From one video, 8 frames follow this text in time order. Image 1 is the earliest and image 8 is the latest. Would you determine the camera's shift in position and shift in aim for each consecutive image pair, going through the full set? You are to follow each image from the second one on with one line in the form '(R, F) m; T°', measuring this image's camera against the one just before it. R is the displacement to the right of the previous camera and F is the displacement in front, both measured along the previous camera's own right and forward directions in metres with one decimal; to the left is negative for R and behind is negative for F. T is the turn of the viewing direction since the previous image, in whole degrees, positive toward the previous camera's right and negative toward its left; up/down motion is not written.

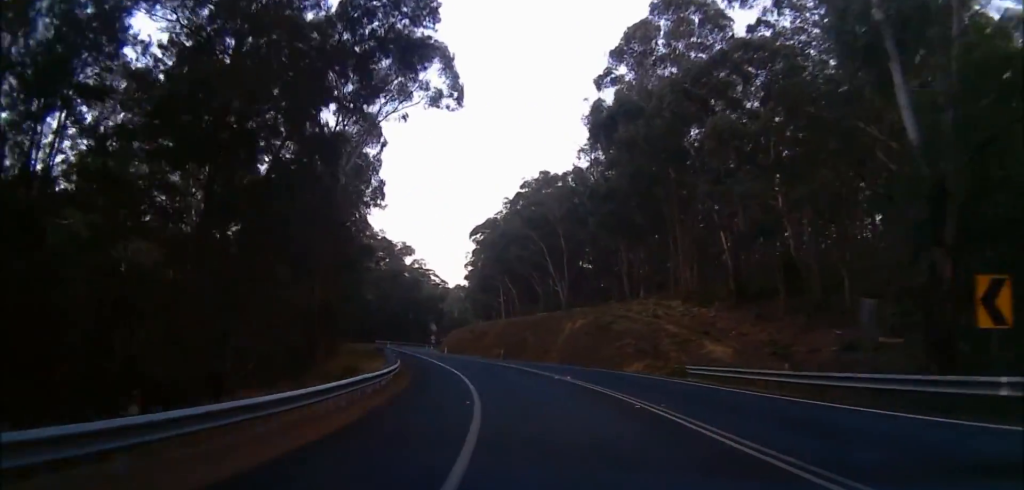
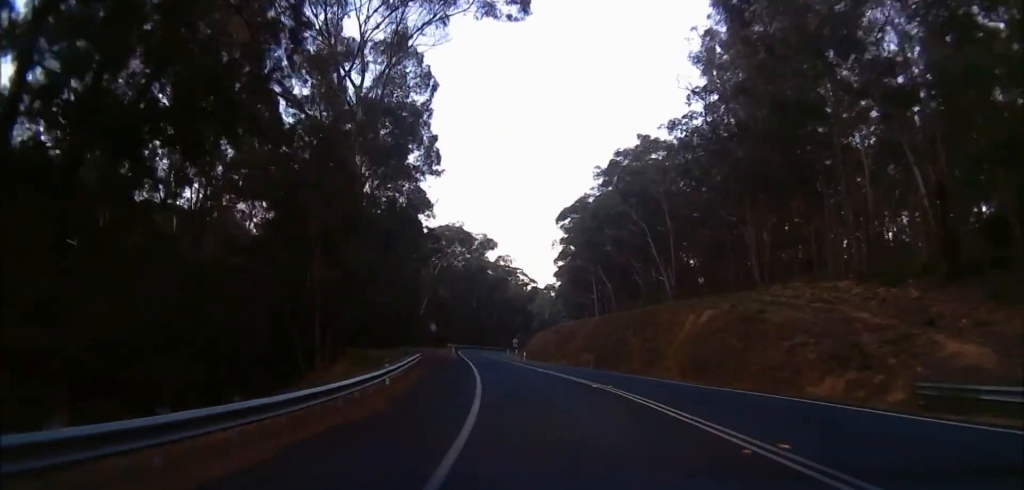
(-7.4, +15.4) m; -22°
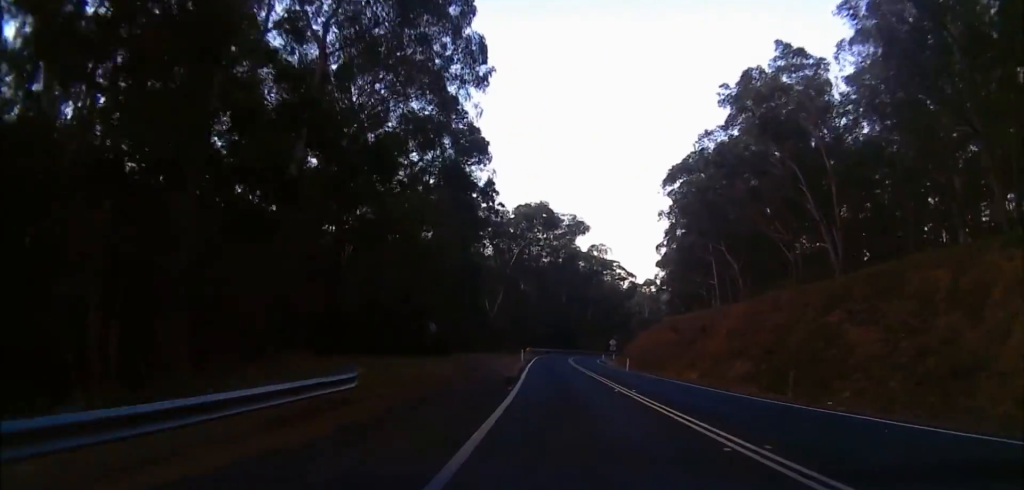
(-2.1, +24.3) m; -10°
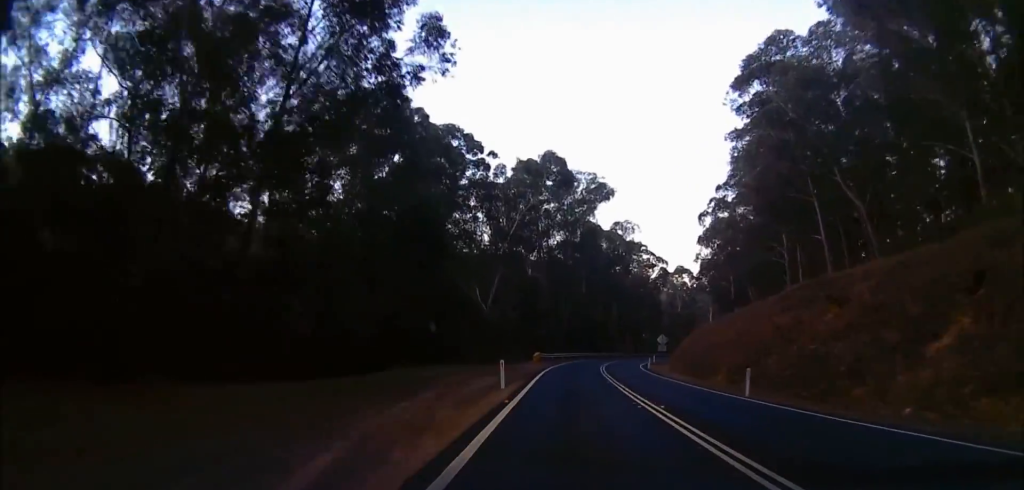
(-2.7, +30.6) m; -5°
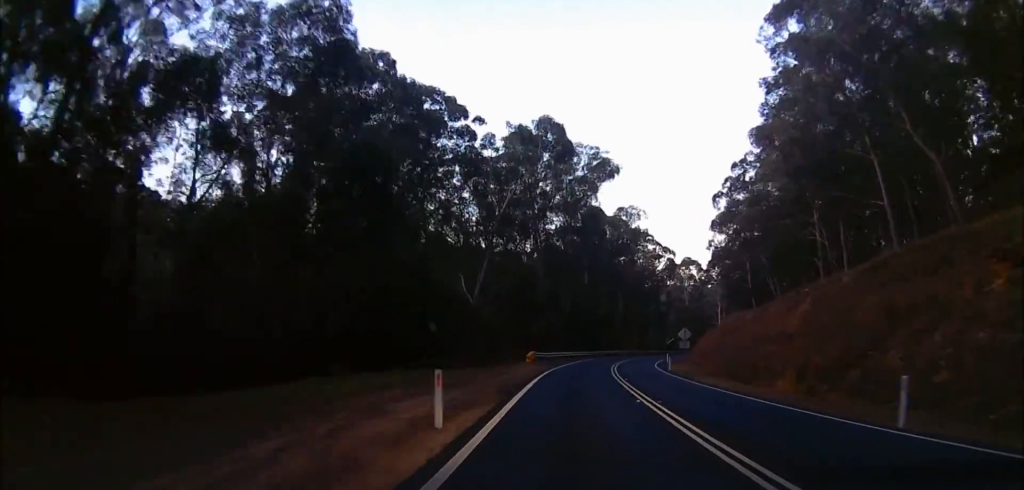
(0.0, +11.2) m; 0°
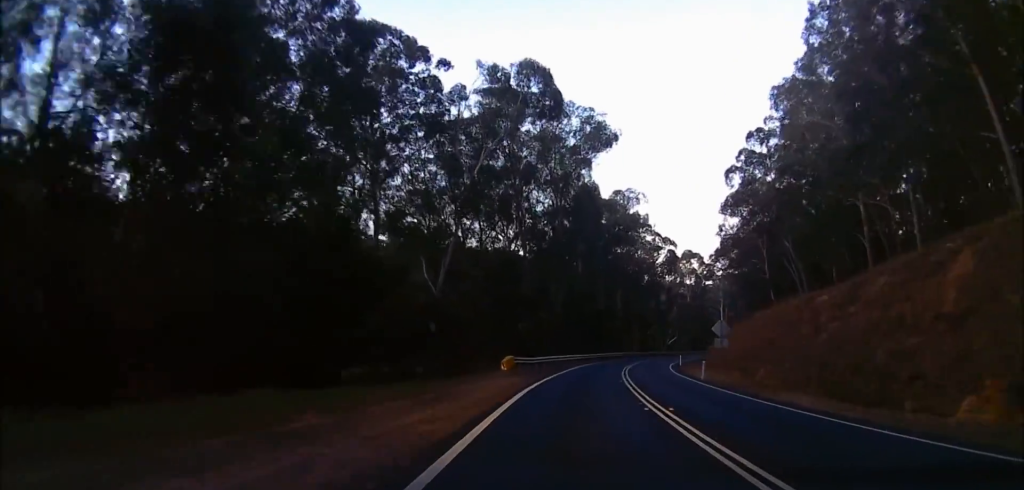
(0.0, +14.2) m; 0°
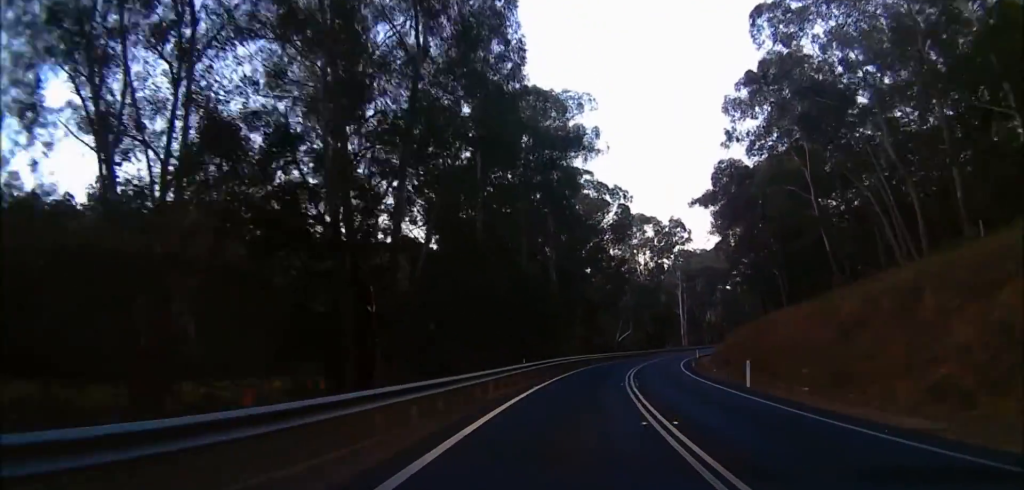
(+3.3, +41.1) m; +12°
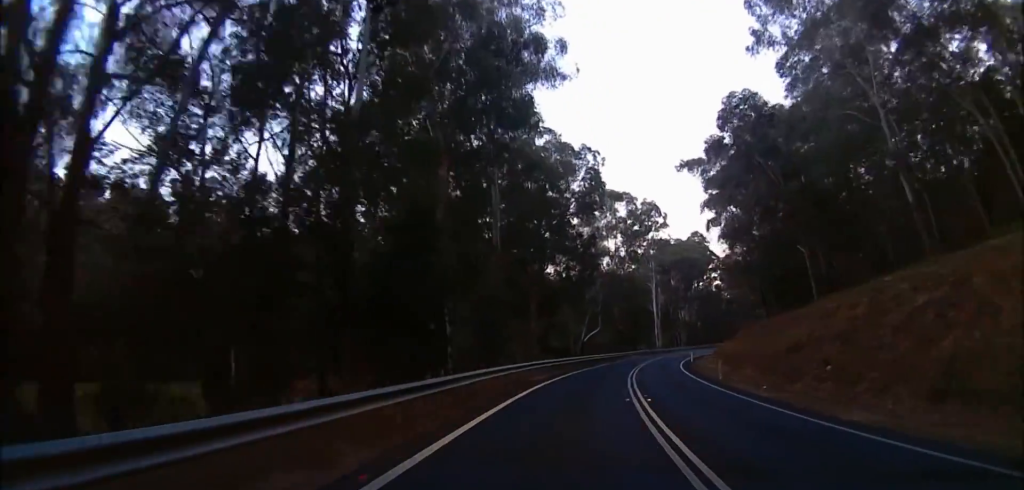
(+0.9, +18.9) m; +3°
